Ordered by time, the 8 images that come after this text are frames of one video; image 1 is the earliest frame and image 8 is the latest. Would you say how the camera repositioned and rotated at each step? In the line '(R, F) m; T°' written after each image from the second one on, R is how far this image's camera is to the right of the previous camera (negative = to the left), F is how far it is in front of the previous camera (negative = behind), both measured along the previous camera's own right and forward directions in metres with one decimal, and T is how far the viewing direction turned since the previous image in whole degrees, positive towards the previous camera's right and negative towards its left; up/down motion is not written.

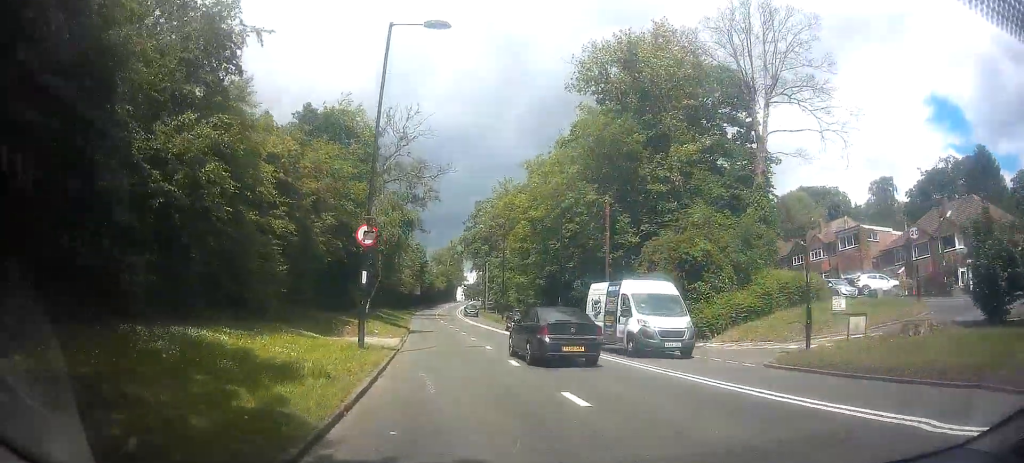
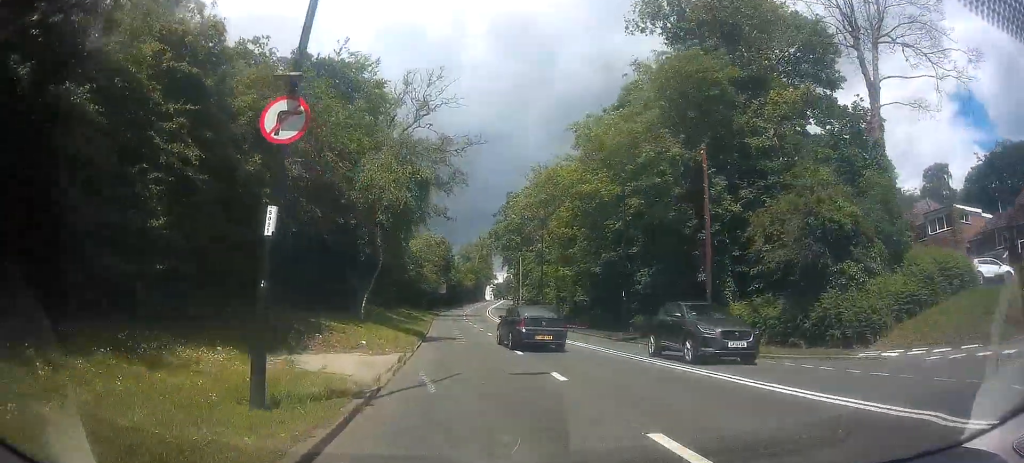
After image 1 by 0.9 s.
(0.0, +9.9) m; 0°
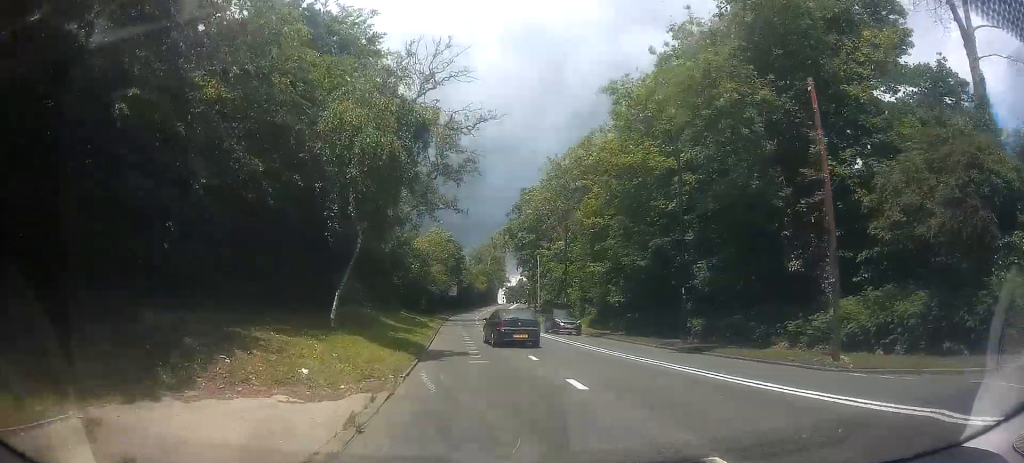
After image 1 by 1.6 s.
(0.0, +7.2) m; 0°
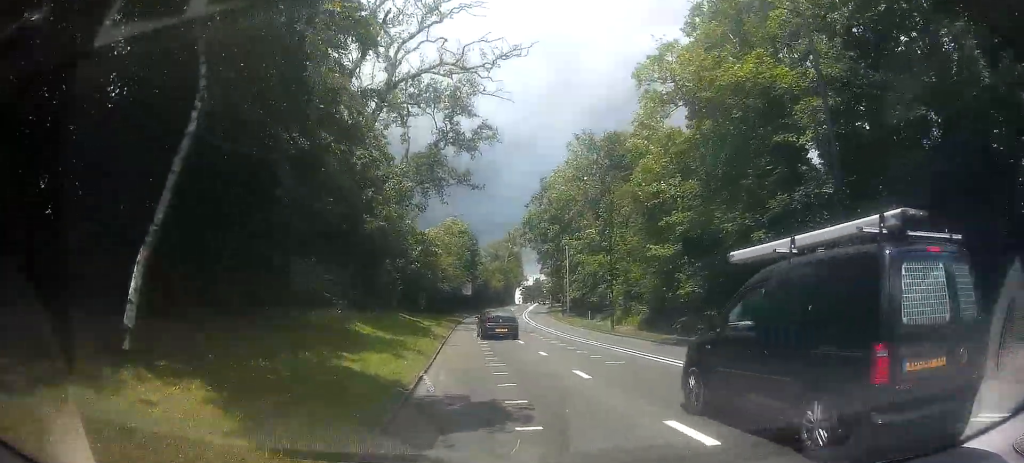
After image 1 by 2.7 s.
(+0.1, +10.8) m; +1°
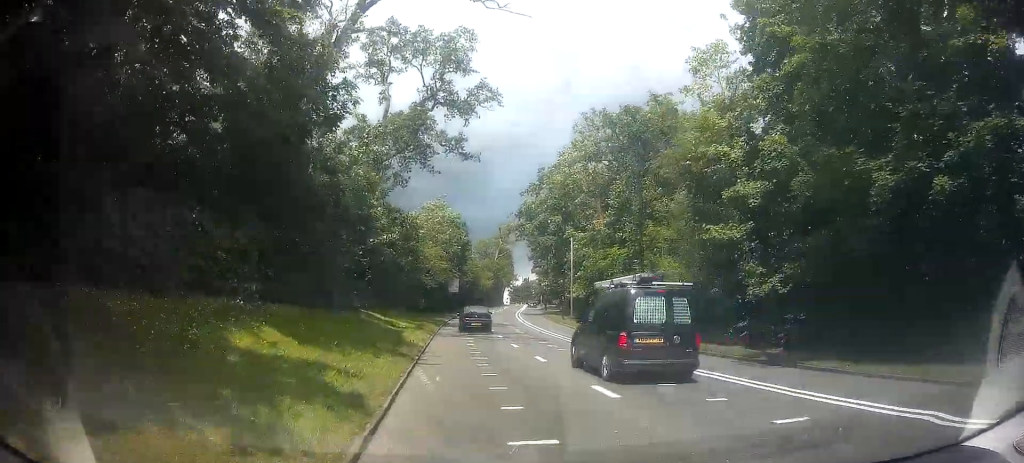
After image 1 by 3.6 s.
(+0.1, +9.0) m; +1°
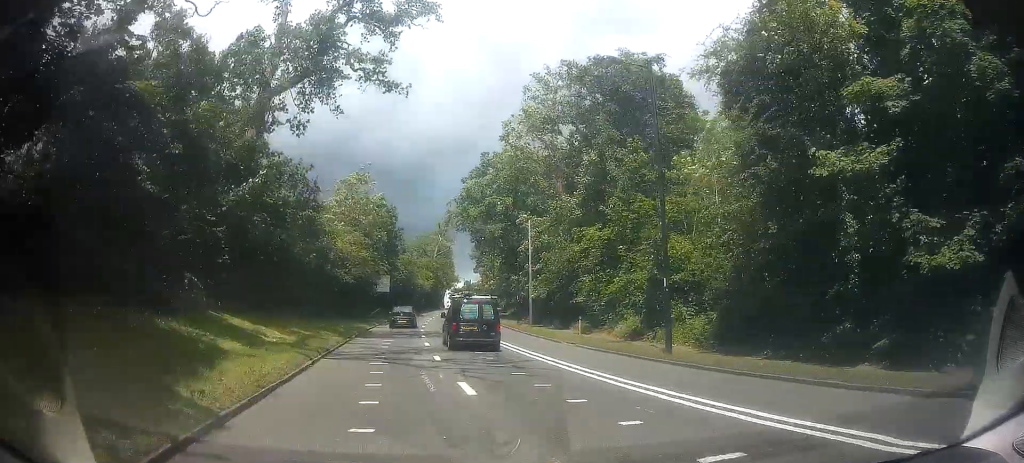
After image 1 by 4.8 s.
(+0.1, +11.6) m; +1°
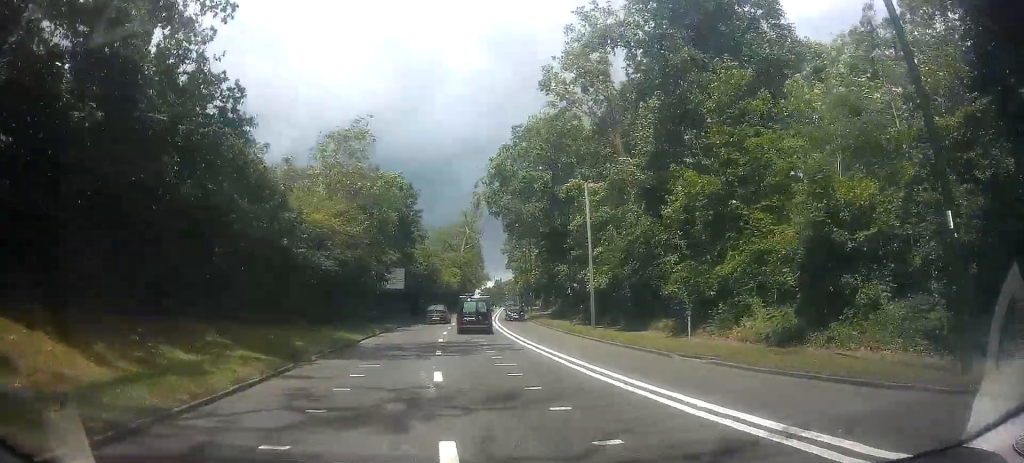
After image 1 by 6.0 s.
(+0.1, +11.2) m; -1°
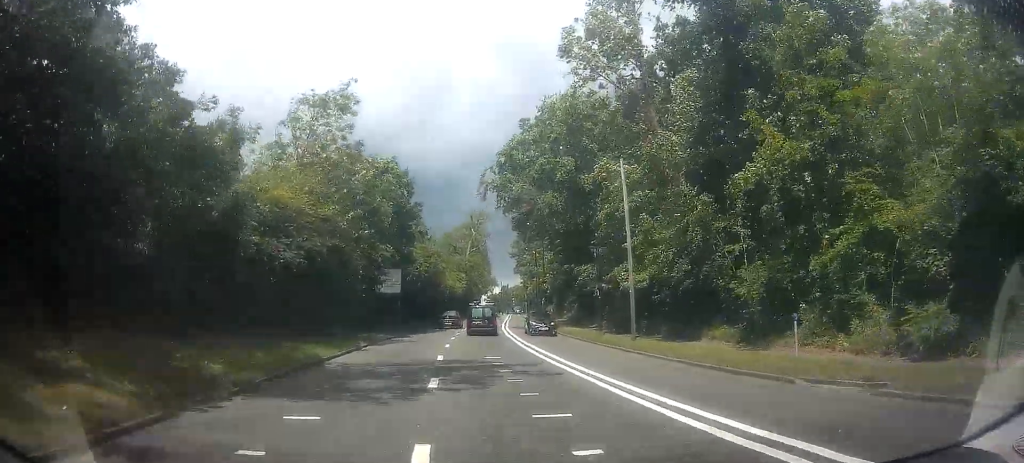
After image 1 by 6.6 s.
(-0.1, +6.2) m; +1°
